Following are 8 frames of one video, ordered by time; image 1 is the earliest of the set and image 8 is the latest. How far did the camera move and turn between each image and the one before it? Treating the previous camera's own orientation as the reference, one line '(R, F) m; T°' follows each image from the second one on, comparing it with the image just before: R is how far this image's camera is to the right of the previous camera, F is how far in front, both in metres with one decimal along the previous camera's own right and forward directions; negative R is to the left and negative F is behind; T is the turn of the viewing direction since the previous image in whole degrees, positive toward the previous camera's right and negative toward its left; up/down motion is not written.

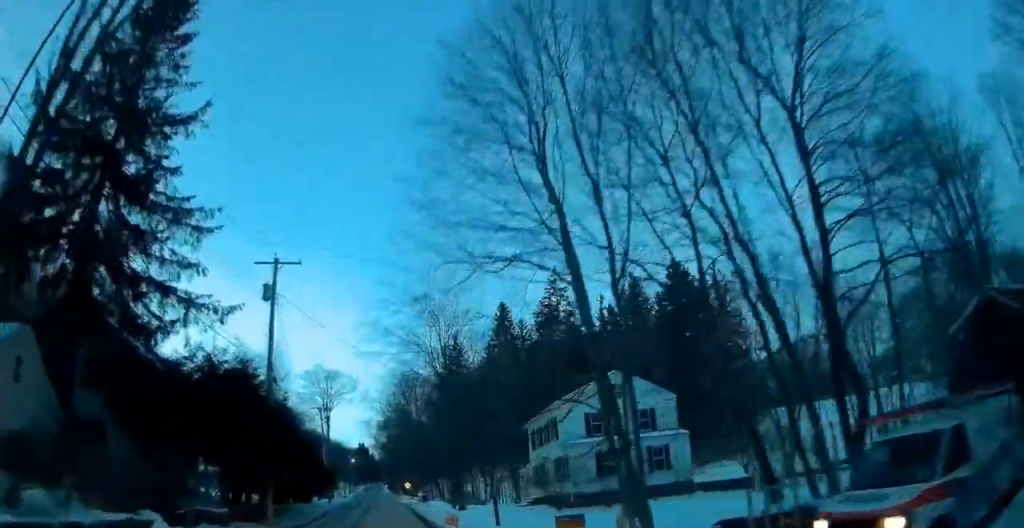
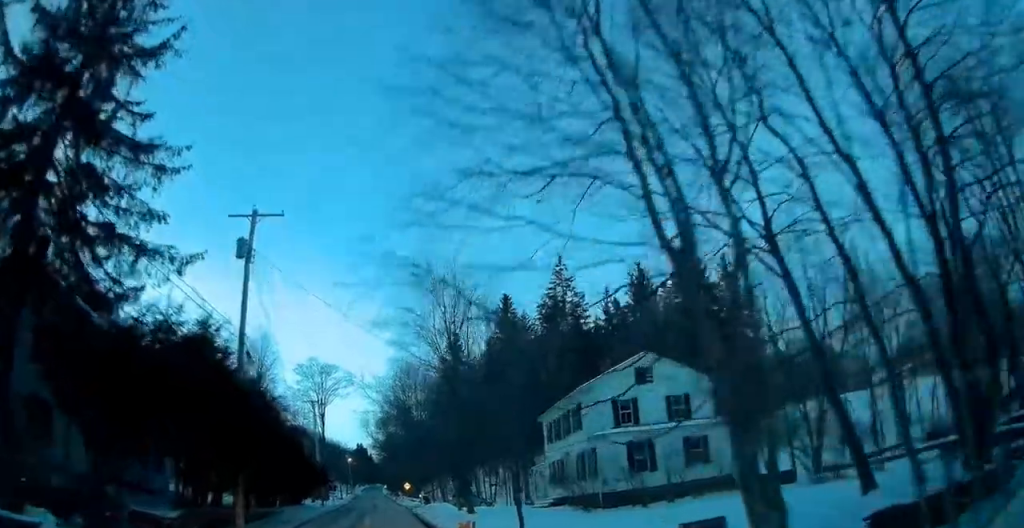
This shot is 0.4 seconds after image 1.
(-0.5, +4.3) m; +2°
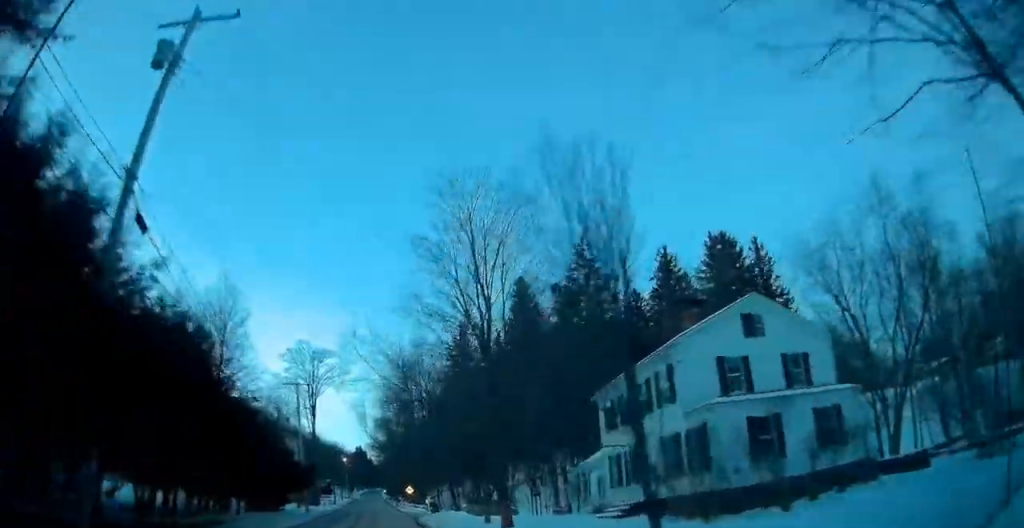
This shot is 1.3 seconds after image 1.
(+1.5, +12.0) m; +3°
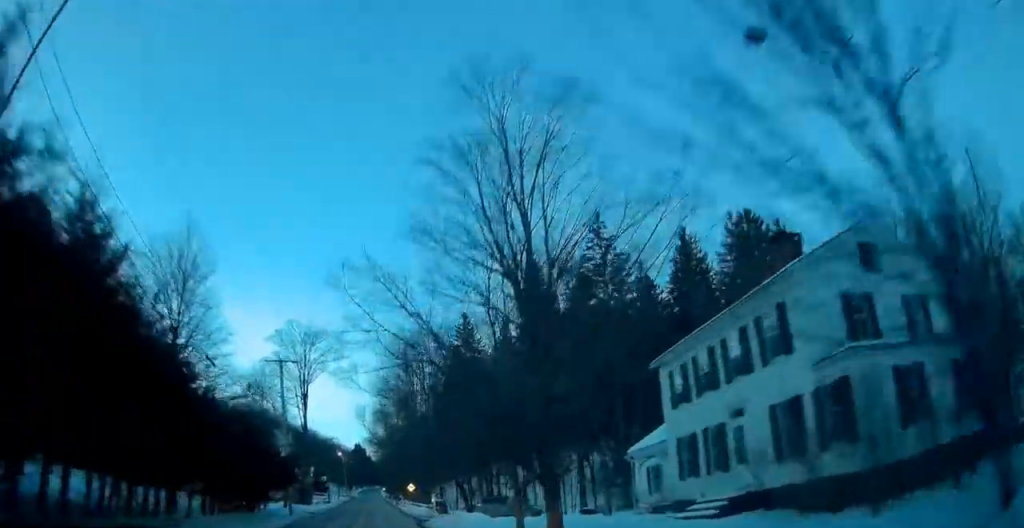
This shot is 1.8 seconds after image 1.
(-0.1, +8.0) m; -1°
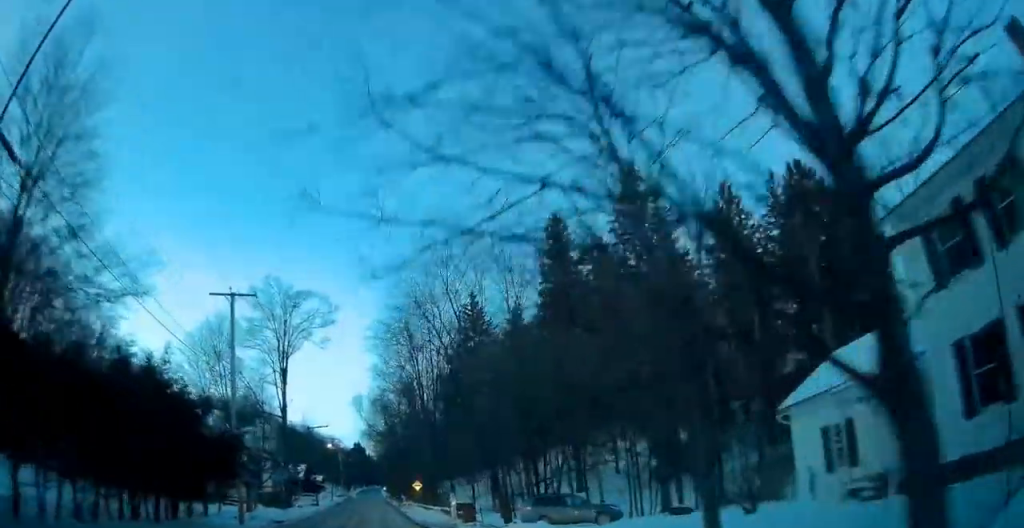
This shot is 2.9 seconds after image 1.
(-0.5, +14.6) m; -1°
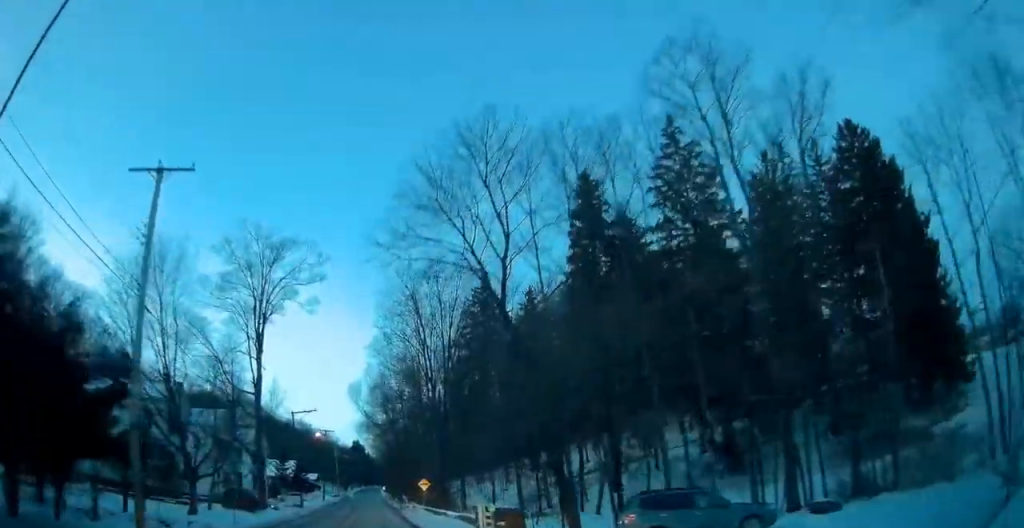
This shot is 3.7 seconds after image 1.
(+0.1, +11.7) m; 0°
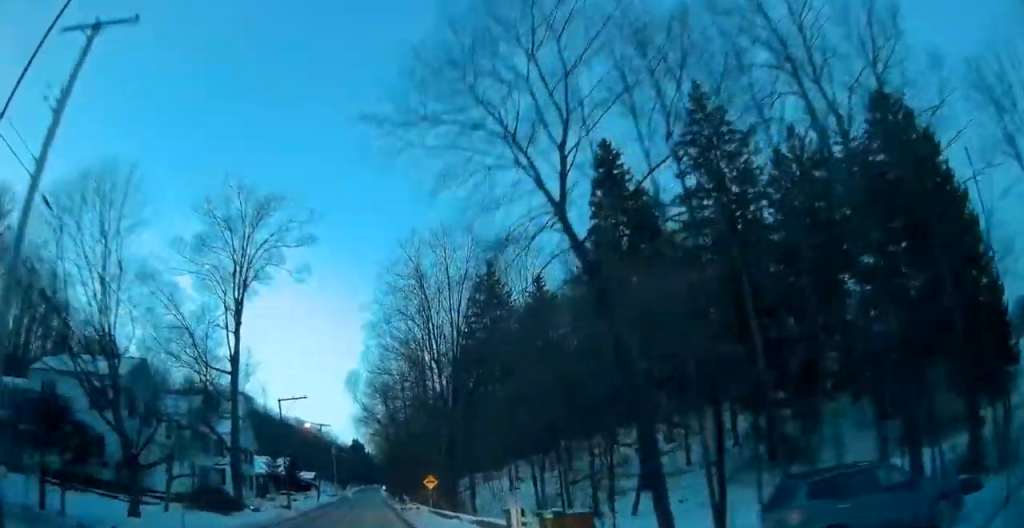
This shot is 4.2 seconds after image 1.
(+0.1, +7.0) m; 0°
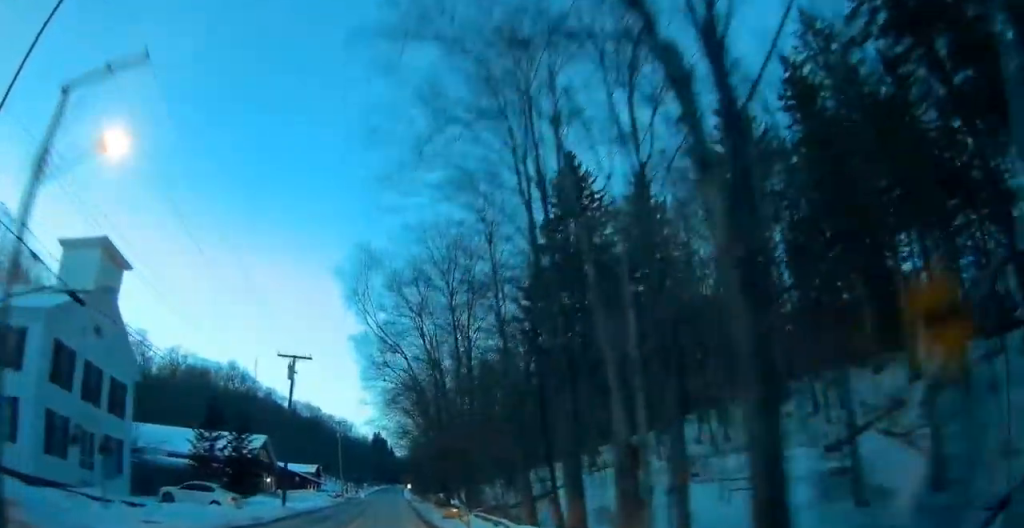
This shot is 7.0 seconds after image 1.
(-1.3, +37.7) m; -9°
